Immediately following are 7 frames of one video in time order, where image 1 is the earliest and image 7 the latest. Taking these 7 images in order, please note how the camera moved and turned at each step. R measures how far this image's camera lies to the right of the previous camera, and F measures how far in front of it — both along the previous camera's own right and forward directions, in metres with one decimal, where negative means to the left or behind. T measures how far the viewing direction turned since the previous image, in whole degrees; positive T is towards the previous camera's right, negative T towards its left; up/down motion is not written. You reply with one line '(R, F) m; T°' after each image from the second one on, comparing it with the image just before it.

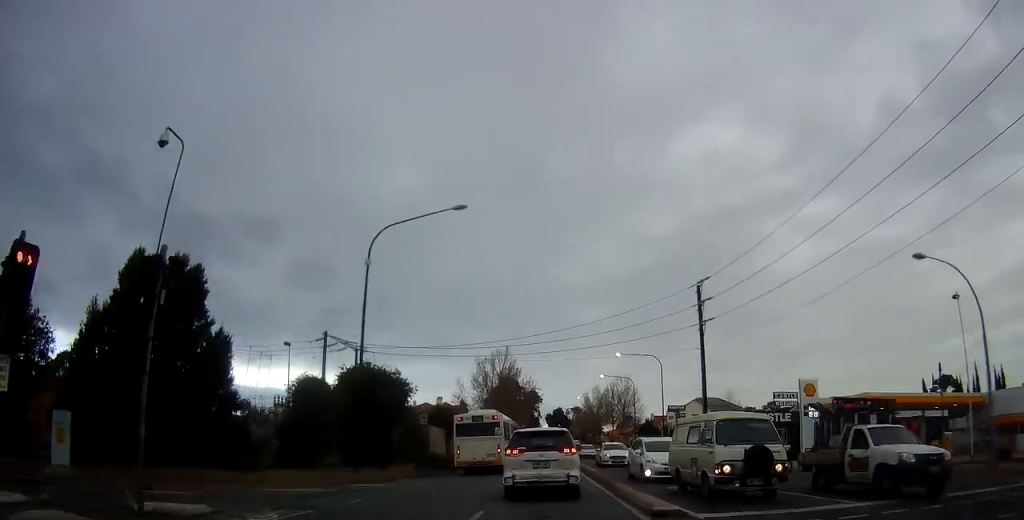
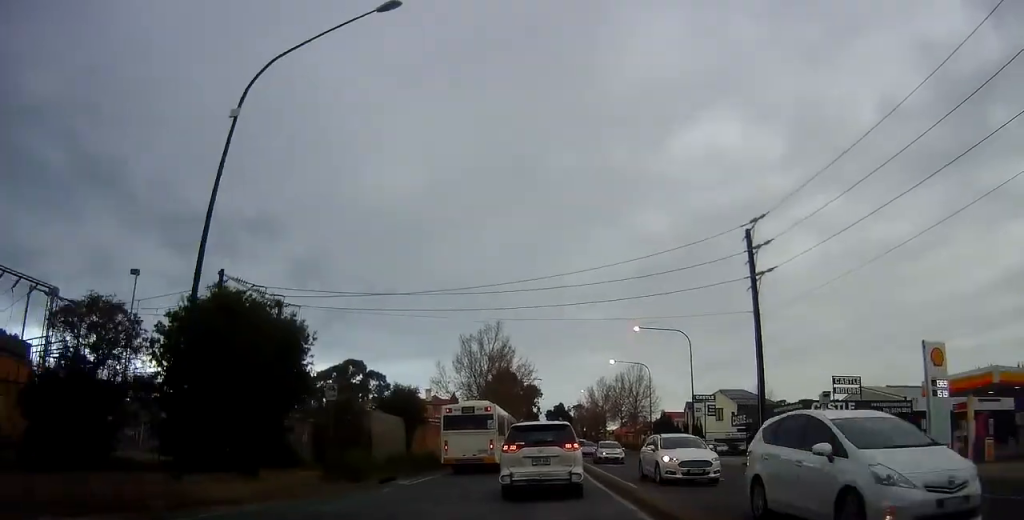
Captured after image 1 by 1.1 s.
(-0.2, +14.4) m; -1°
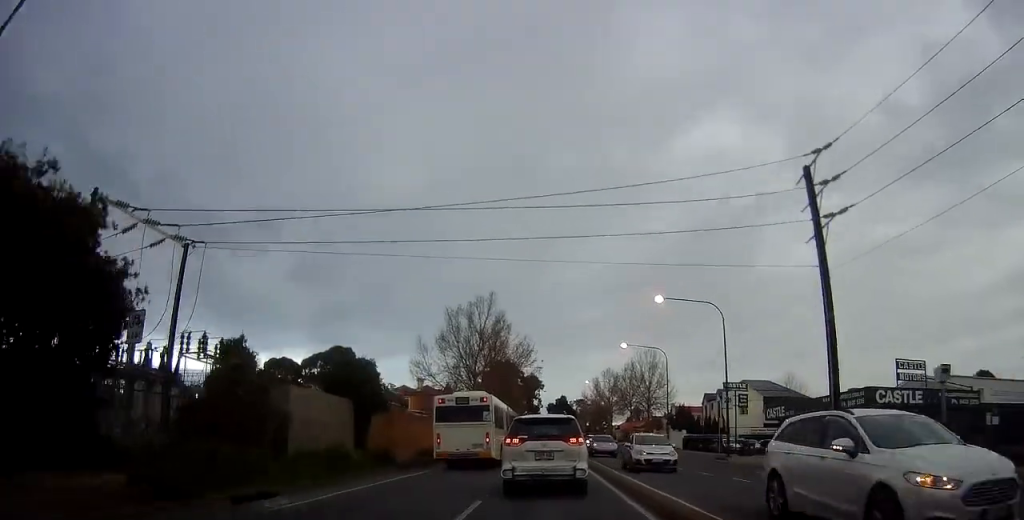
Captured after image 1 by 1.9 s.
(-0.1, +10.5) m; +1°
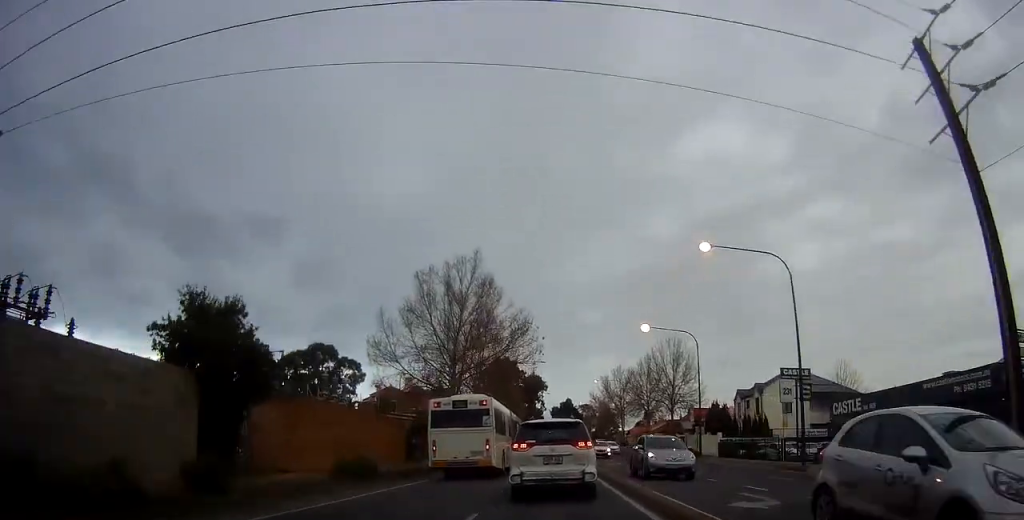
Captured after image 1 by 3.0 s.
(+0.5, +13.7) m; +1°
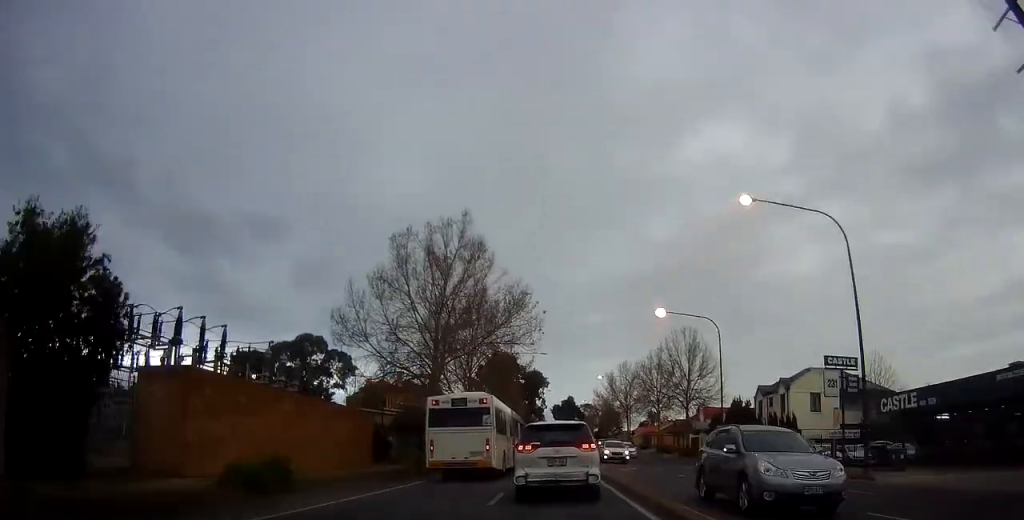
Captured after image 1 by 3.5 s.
(+0.2, +7.2) m; -1°
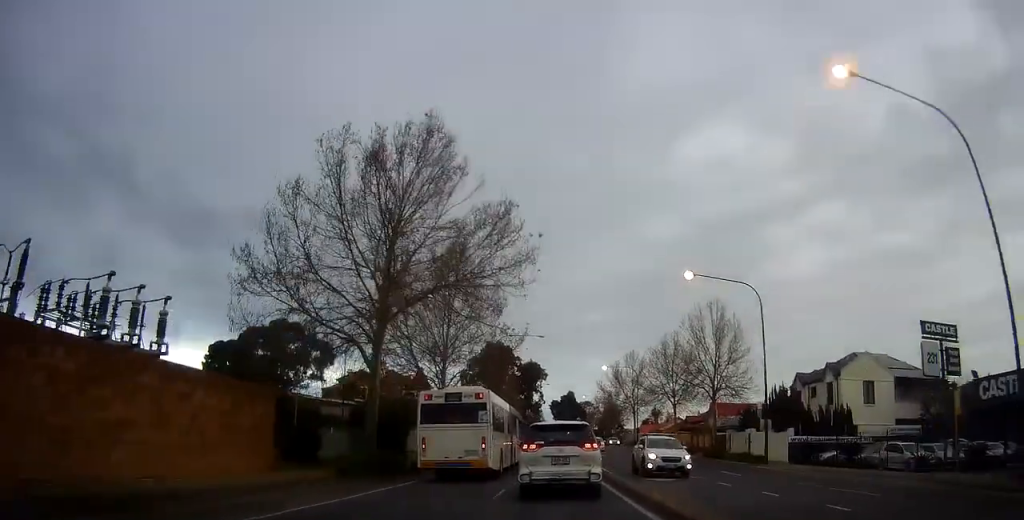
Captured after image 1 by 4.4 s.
(-0.8, +10.8) m; 0°
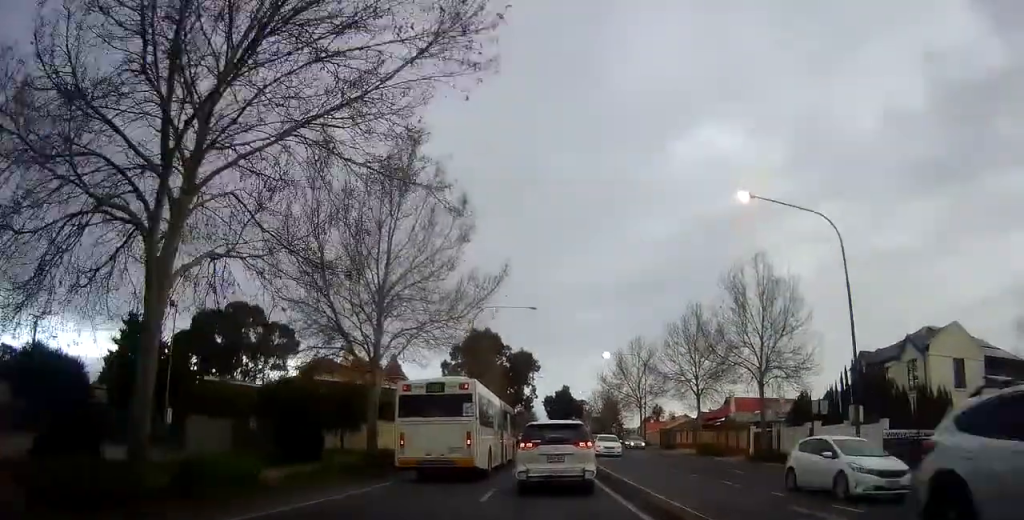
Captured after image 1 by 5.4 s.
(+0.8, +13.1) m; +4°
